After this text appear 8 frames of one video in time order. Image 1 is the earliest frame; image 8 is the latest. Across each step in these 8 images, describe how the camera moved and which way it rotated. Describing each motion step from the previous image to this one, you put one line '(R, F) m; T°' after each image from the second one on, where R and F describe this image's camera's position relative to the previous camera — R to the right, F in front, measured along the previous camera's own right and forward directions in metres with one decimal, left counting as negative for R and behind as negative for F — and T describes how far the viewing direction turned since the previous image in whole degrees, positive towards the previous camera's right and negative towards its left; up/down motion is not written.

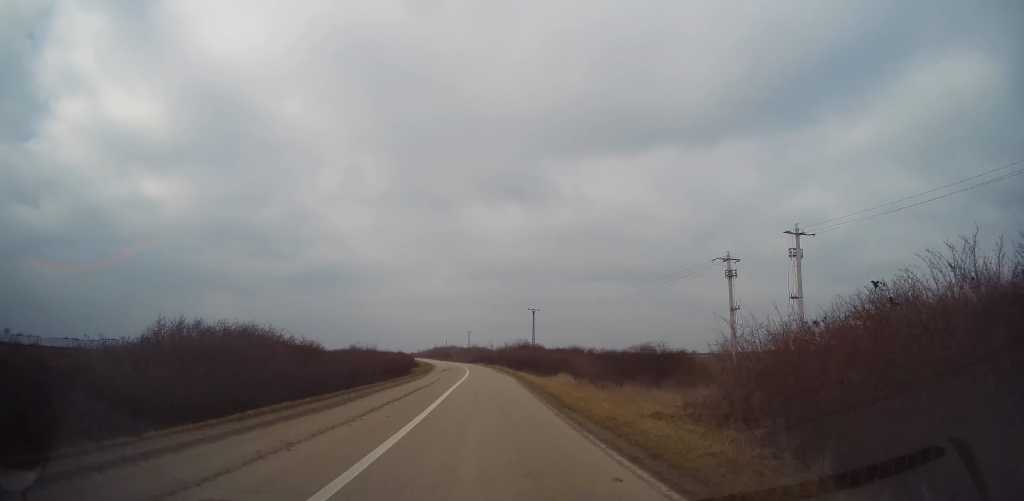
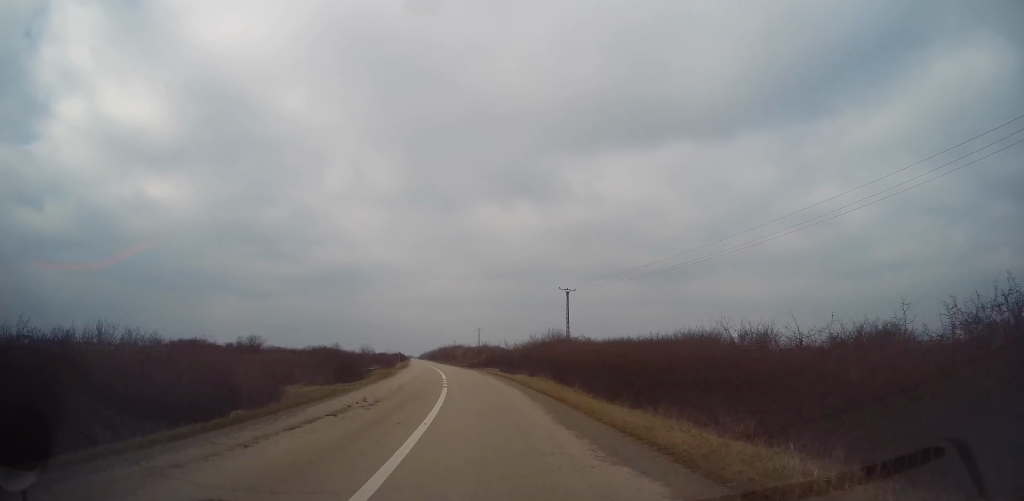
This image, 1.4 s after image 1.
(-0.6, +37.5) m; -1°
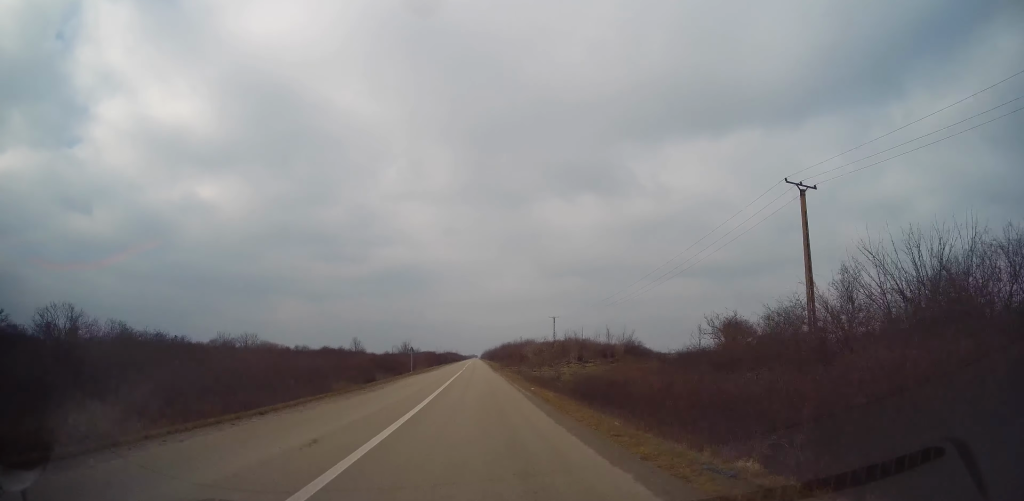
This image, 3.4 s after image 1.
(-2.0, +53.6) m; -6°
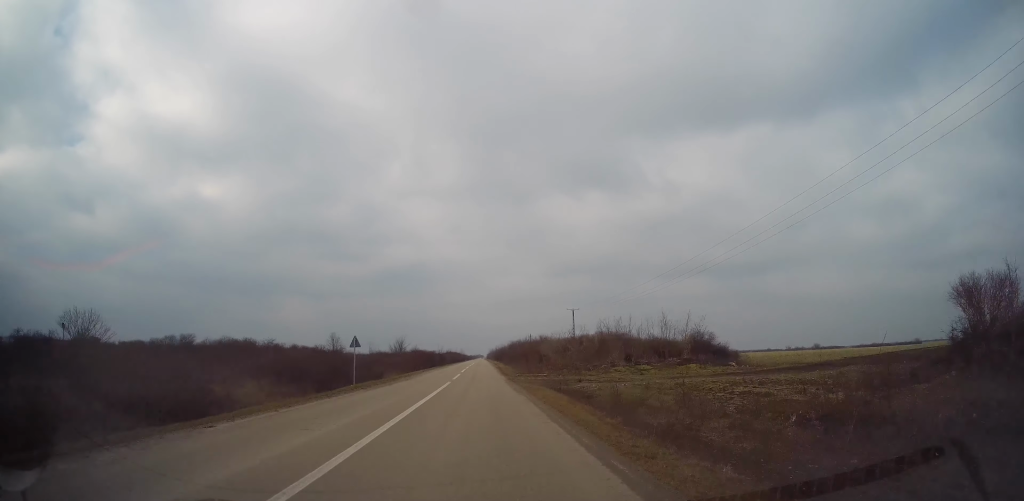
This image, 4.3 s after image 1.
(-0.8, +23.4) m; -2°
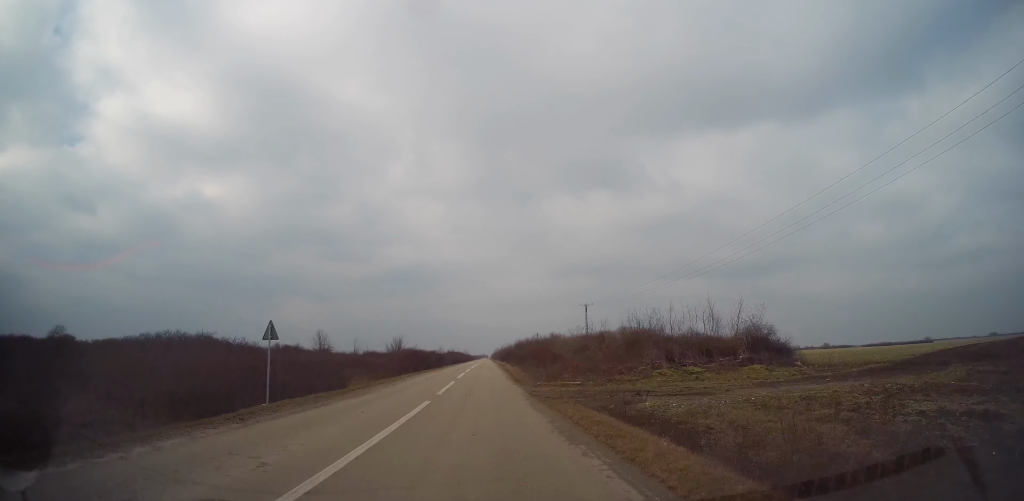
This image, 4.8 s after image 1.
(-0.3, +11.3) m; 0°
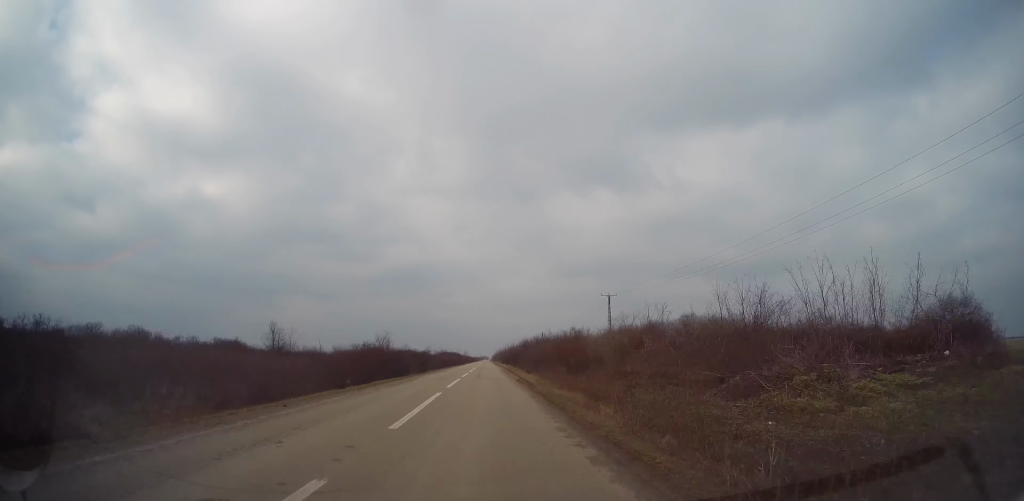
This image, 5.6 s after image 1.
(+0.4, +21.8) m; 0°
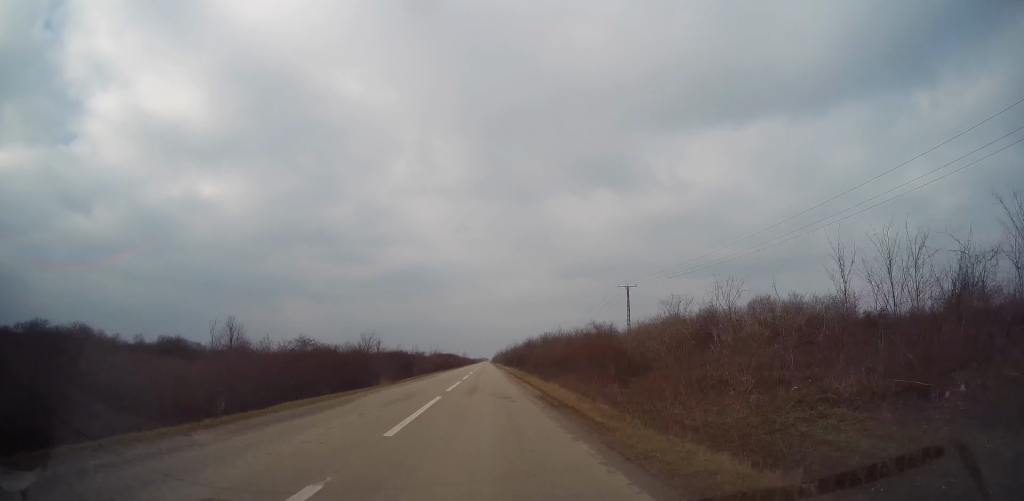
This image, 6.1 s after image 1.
(0.0, +13.0) m; 0°
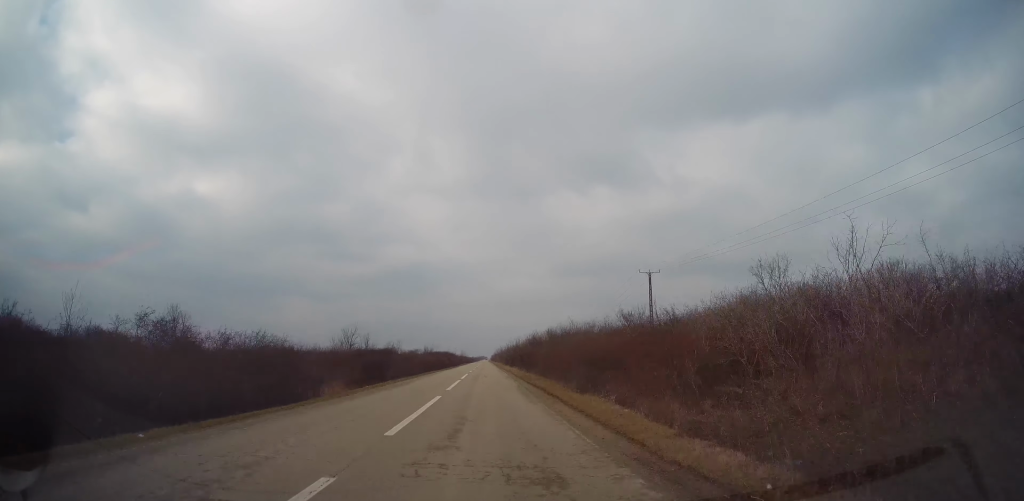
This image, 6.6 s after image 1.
(-0.2, +12.1) m; 0°
